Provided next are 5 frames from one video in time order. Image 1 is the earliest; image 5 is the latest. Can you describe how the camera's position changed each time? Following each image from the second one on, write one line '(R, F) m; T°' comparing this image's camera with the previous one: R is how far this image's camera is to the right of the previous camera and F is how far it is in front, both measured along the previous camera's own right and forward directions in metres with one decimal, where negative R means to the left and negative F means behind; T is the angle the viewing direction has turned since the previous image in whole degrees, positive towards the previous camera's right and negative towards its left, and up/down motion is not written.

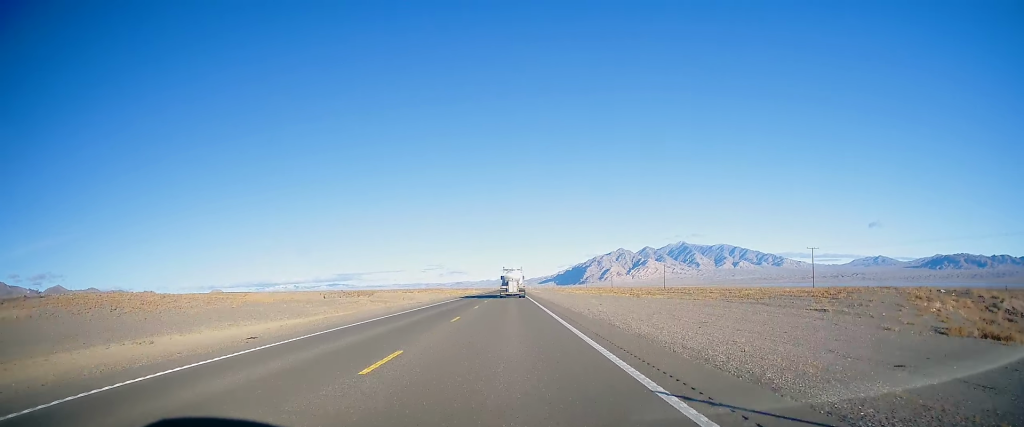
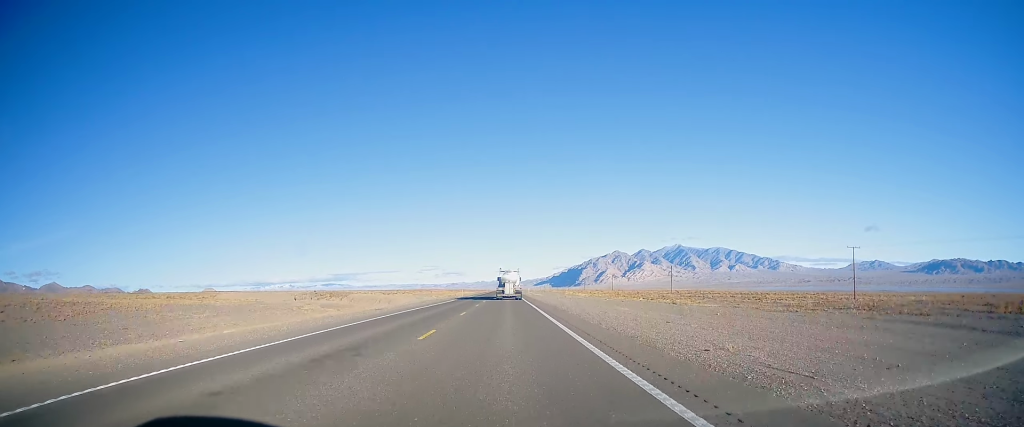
(+0.1, +18.3) m; +1°
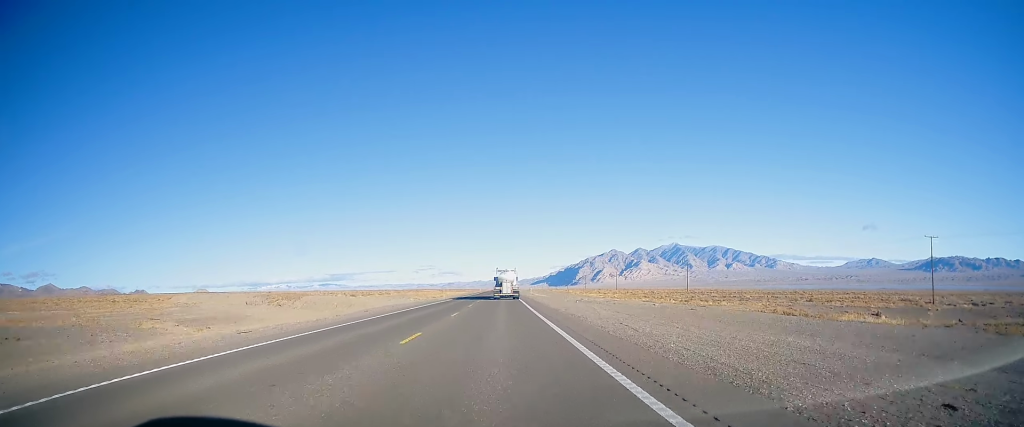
(+0.2, +24.8) m; +1°
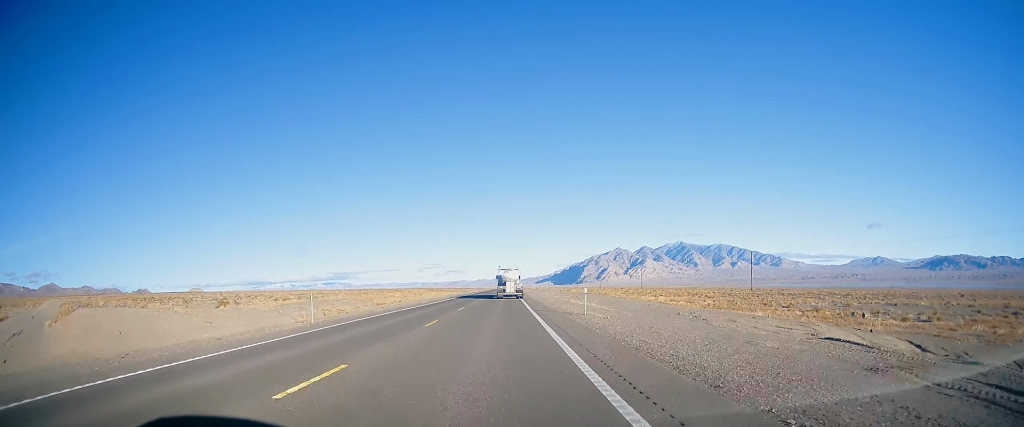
(+0.4, +54.1) m; 0°
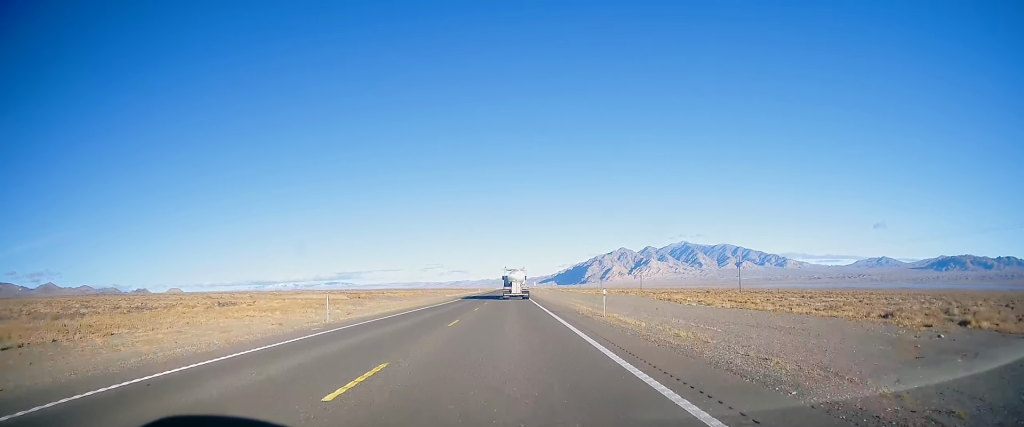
(-1.5, +121.1) m; 0°
